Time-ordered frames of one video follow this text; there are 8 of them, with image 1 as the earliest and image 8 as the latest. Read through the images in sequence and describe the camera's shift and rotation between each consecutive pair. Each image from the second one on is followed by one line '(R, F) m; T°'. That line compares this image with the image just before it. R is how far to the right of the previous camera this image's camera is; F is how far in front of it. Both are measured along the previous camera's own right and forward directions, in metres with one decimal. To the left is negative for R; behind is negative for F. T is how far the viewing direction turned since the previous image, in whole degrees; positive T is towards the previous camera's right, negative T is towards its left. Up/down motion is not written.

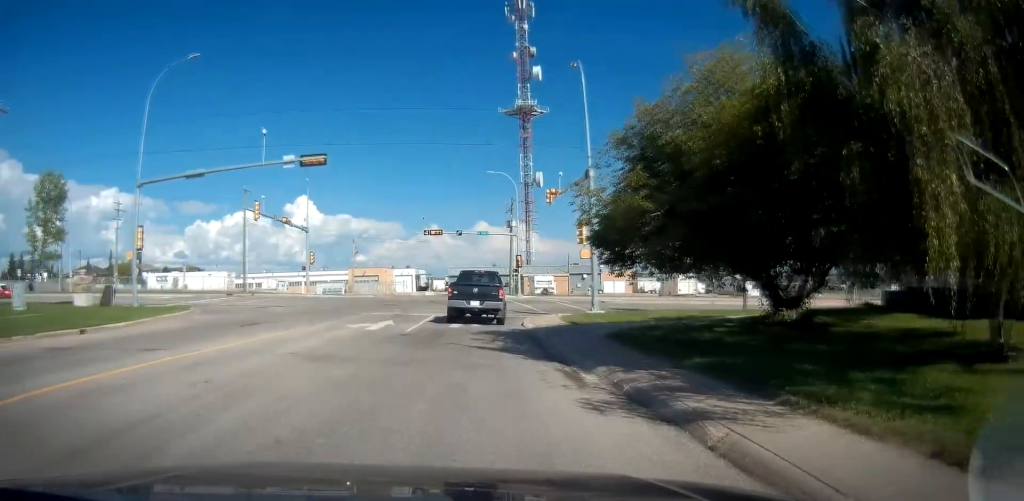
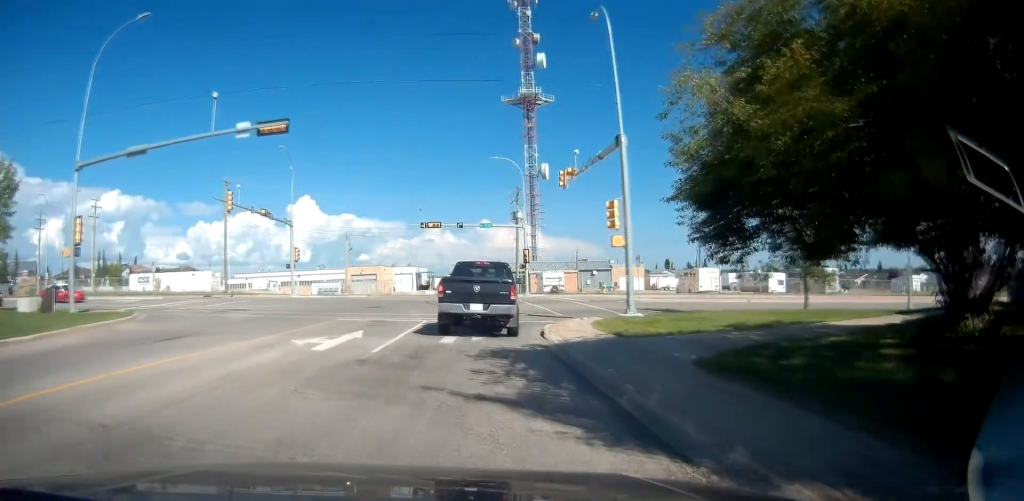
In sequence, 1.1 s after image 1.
(+0.3, +6.7) m; +3°
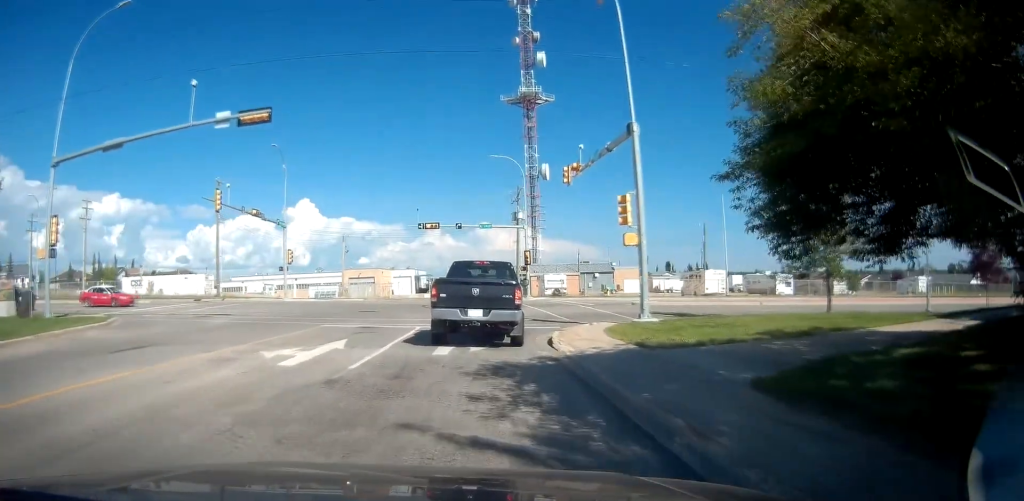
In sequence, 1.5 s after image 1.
(0.0, +2.0) m; 0°
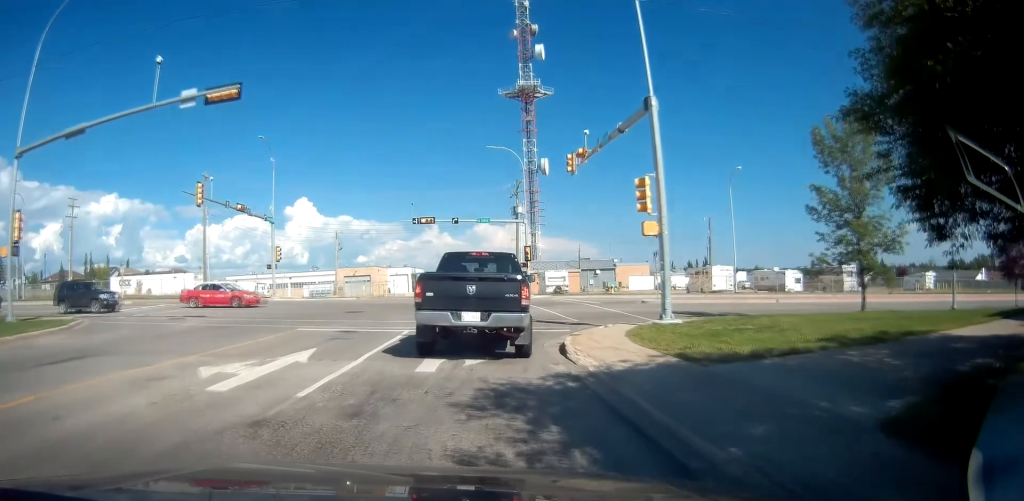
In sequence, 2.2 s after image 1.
(0.0, +2.8) m; 0°
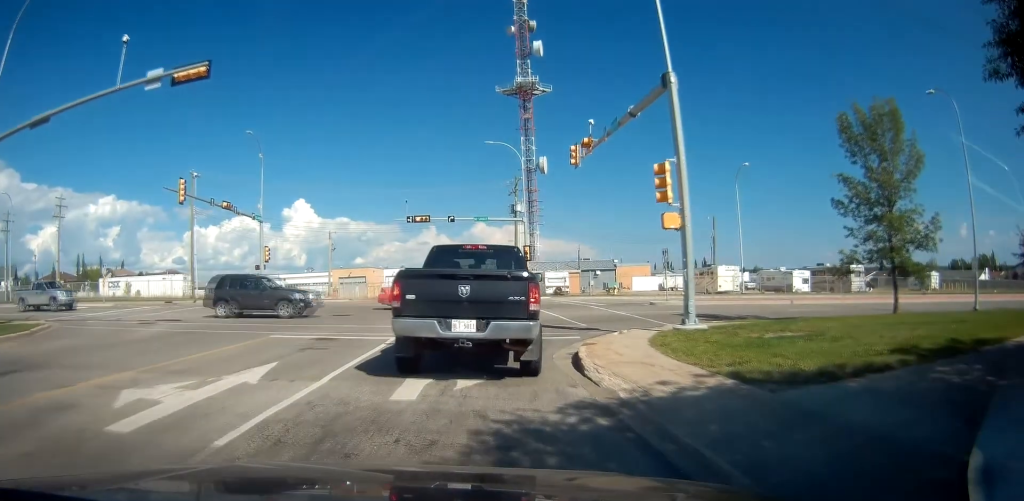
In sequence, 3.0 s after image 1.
(0.0, +2.3) m; 0°
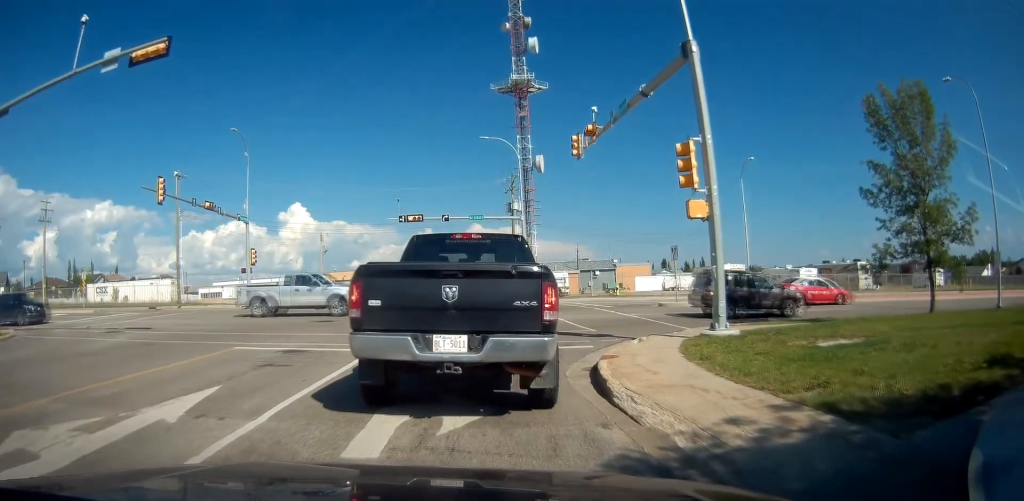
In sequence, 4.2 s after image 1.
(0.0, +2.2) m; 0°
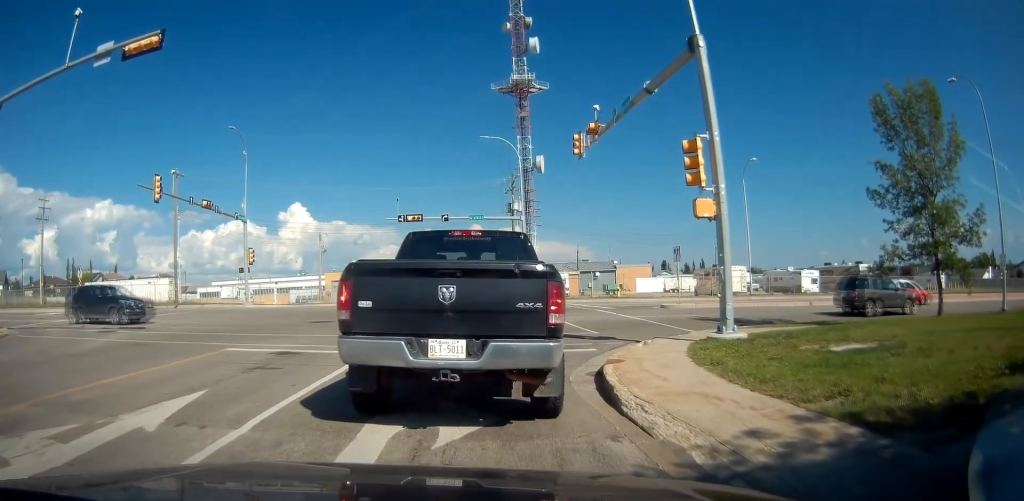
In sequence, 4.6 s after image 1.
(0.0, +0.4) m; 0°
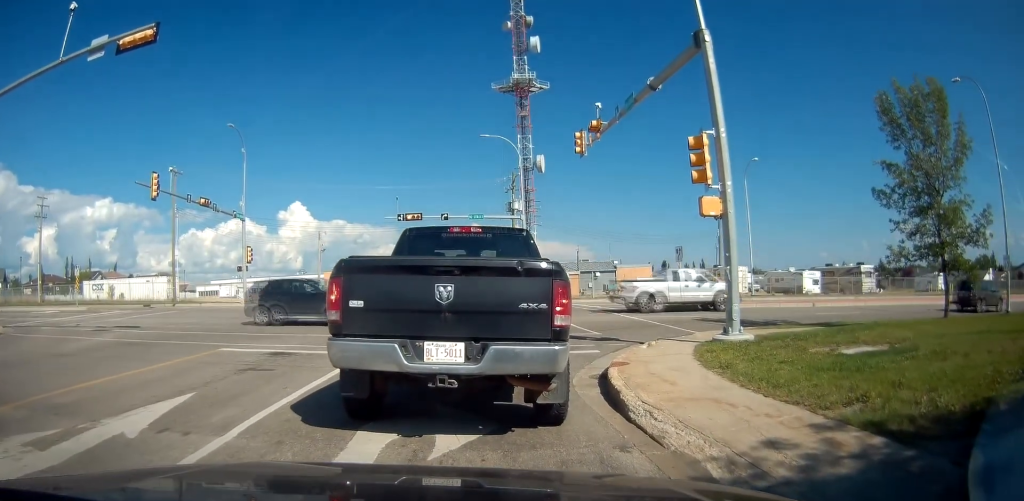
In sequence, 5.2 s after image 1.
(0.0, +0.3) m; 0°
